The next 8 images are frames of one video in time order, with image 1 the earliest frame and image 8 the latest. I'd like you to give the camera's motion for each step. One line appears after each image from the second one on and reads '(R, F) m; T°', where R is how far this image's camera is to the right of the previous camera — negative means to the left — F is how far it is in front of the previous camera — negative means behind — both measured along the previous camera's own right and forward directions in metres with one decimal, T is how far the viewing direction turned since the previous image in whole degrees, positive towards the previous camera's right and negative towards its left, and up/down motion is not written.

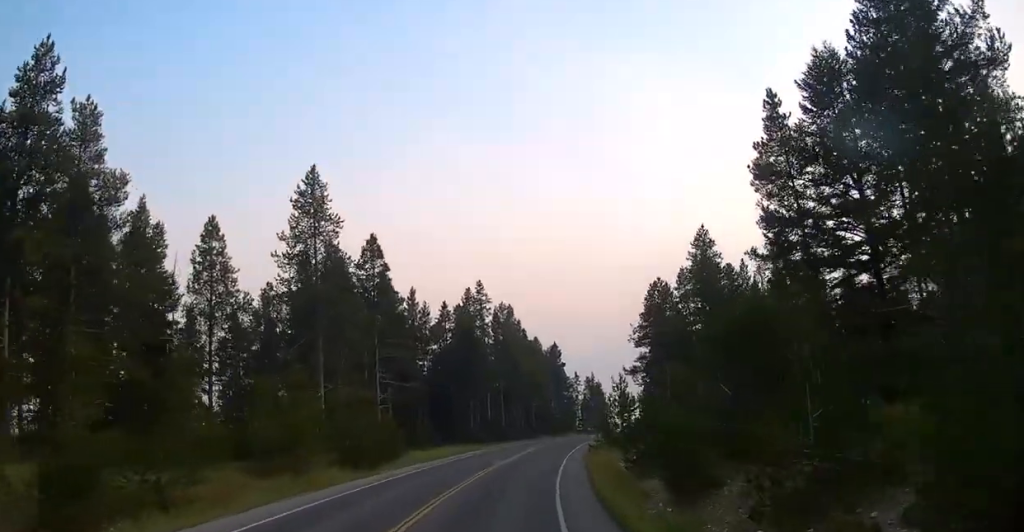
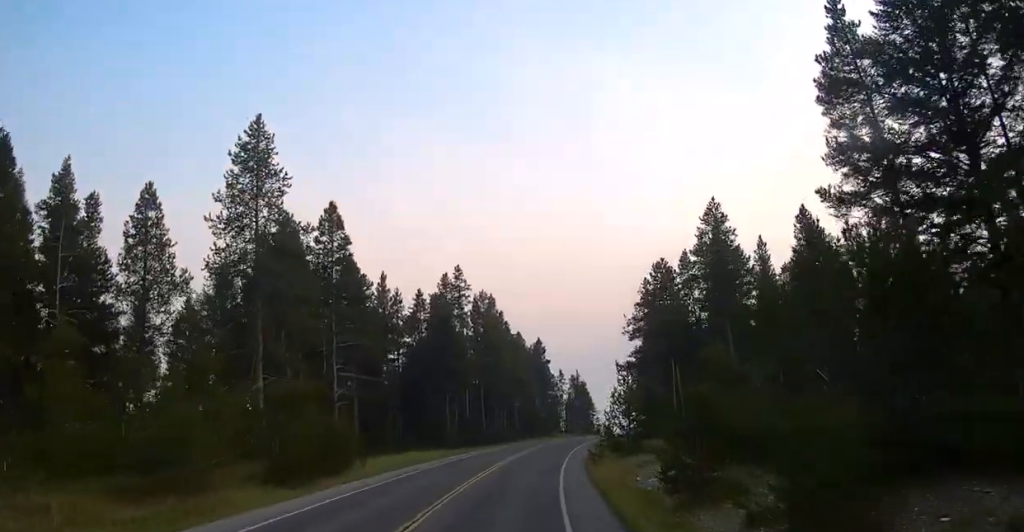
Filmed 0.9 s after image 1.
(+0.4, +8.7) m; +3°
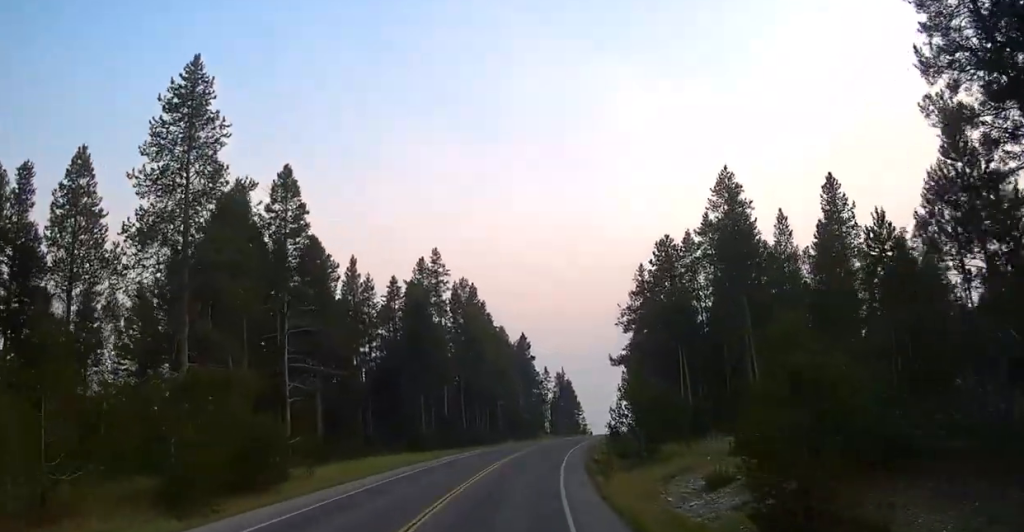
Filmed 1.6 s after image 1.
(+0.2, +7.1) m; +4°
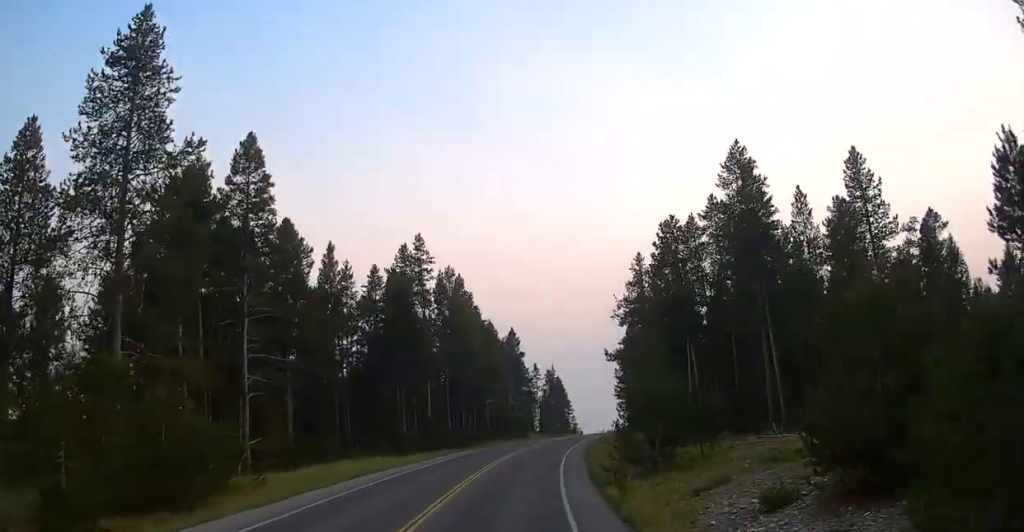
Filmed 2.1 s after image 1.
(-0.1, +4.5) m; +4°
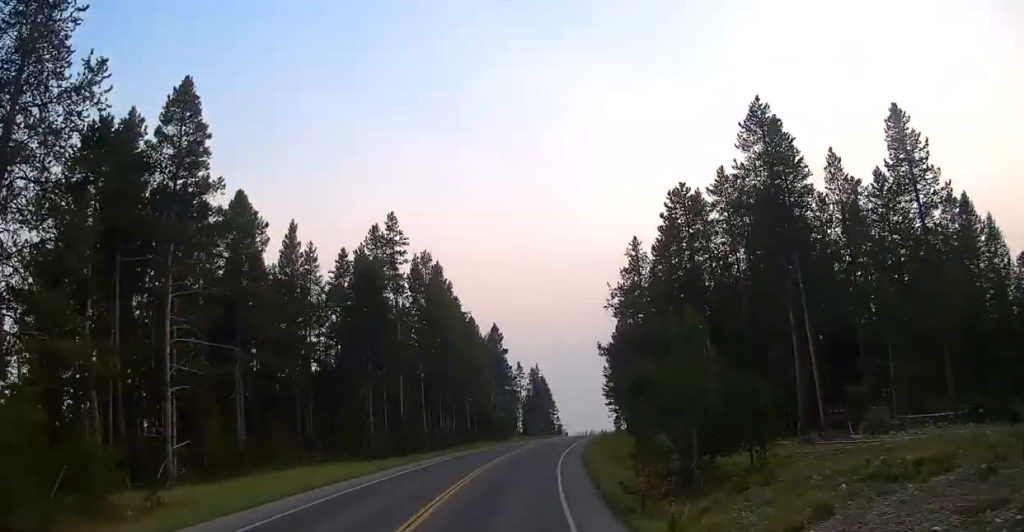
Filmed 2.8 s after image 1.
(+0.3, +5.4) m; +1°
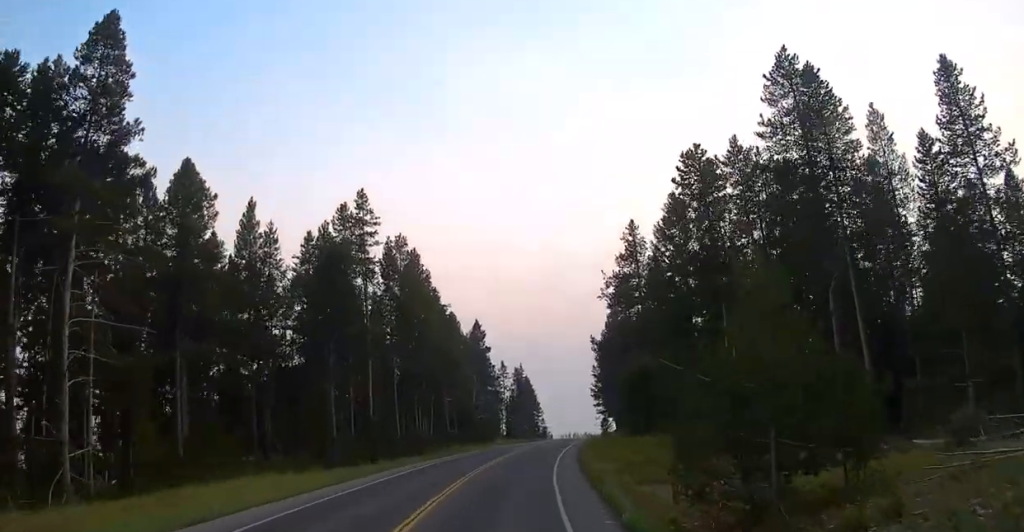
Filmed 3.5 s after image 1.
(+1.1, +4.2) m; -4°
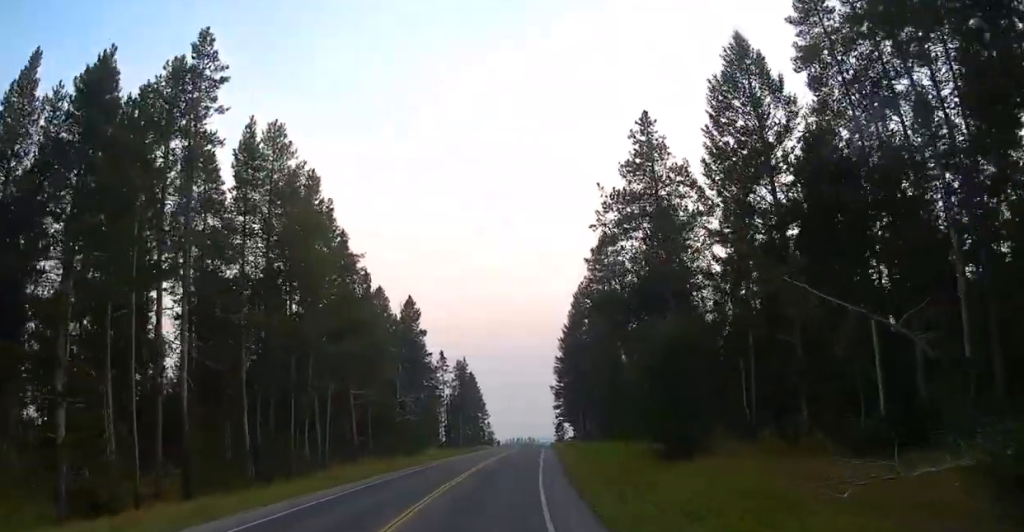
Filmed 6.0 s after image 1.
(-3.6, +24.7) m; -5°
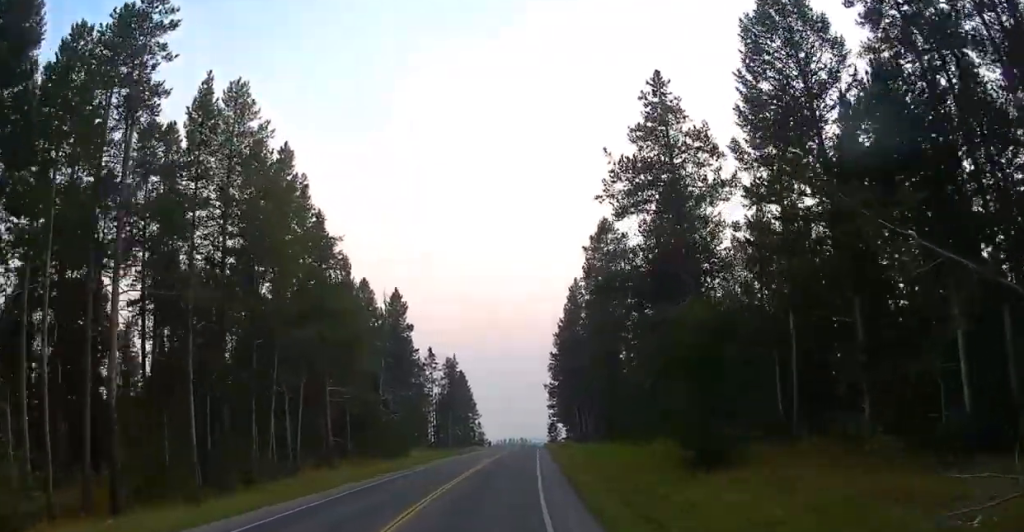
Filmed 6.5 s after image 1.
(+0.1, +5.1) m; +2°
